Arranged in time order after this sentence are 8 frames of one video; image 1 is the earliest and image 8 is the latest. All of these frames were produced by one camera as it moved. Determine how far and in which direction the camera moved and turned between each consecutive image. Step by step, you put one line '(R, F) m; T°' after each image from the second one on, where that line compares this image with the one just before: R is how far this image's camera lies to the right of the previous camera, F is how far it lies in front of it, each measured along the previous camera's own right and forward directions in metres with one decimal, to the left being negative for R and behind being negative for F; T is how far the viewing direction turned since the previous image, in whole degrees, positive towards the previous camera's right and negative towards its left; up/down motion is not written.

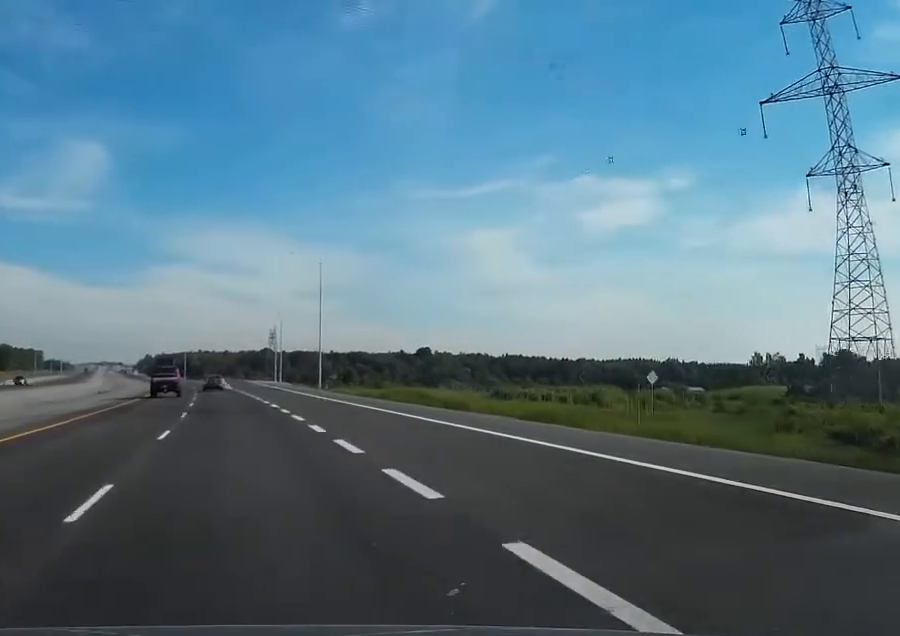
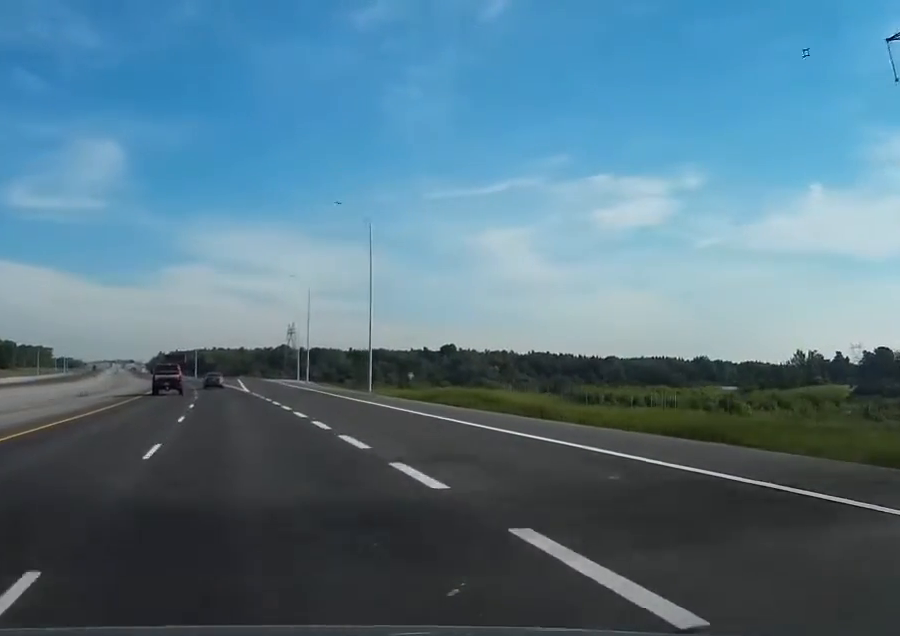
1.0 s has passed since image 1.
(+0.1, +28.9) m; 0°
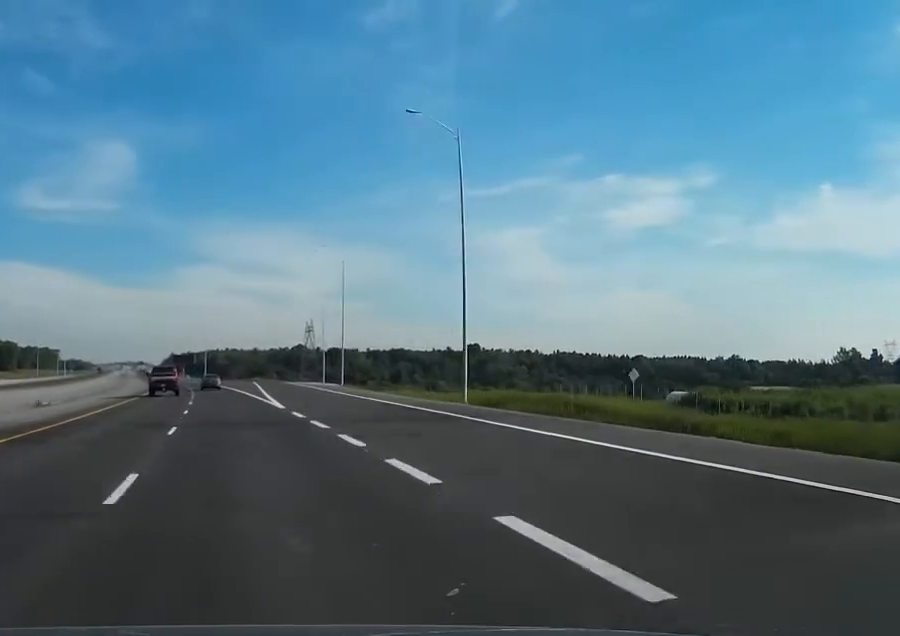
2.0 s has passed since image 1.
(-0.2, +28.8) m; -3°
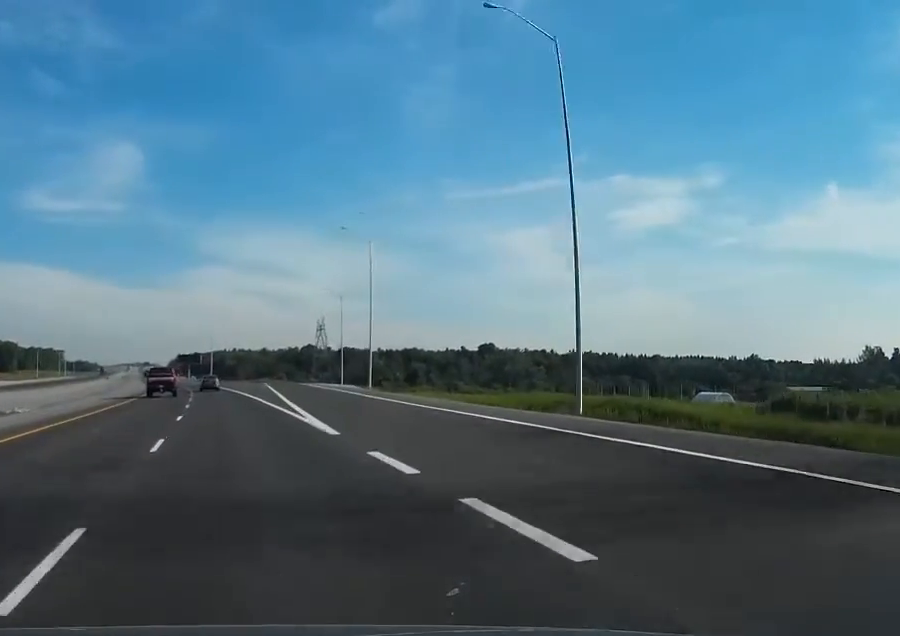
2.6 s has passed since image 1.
(-1.1, +16.4) m; -2°
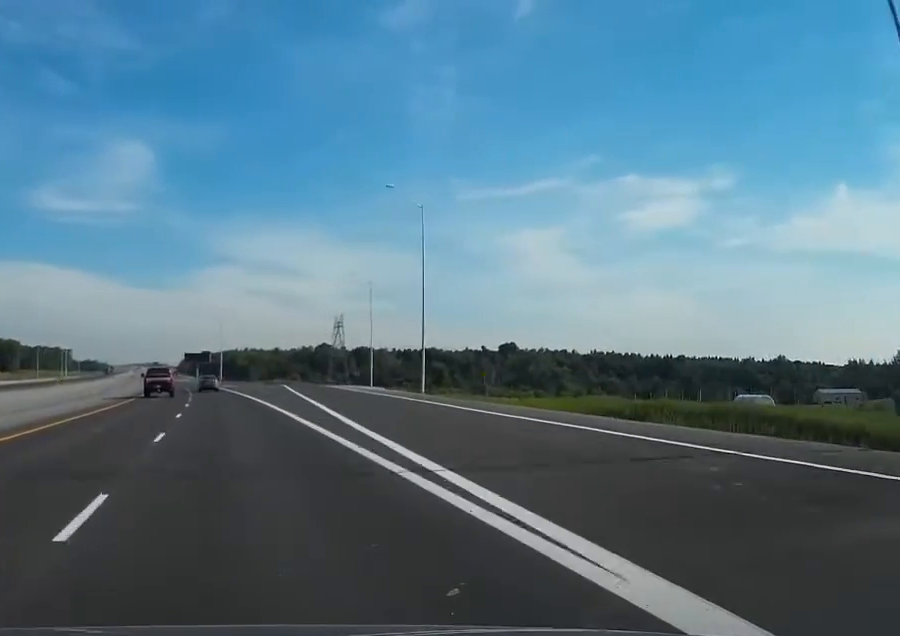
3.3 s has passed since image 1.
(+0.4, +21.2) m; +1°
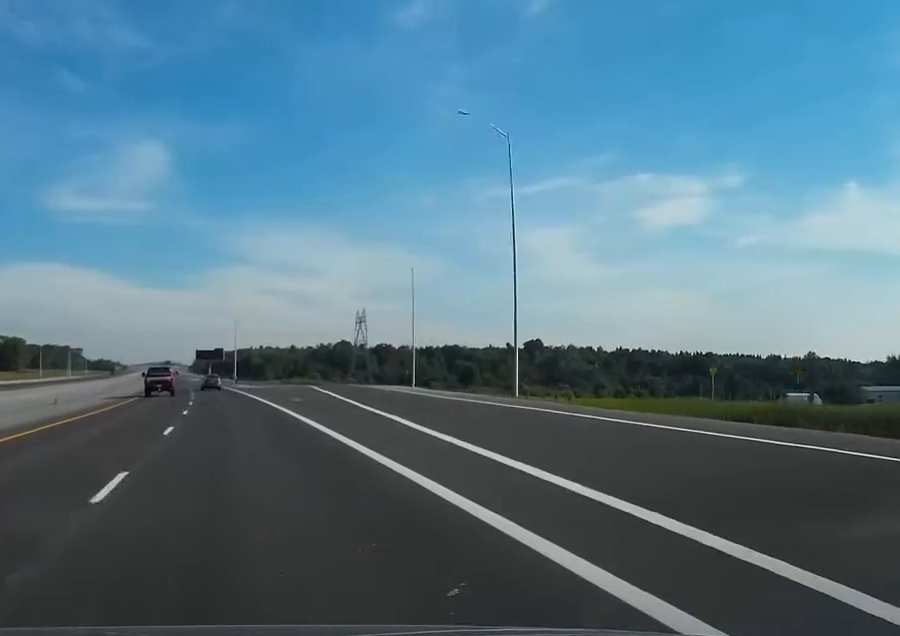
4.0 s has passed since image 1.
(+0.2, +21.2) m; 0°
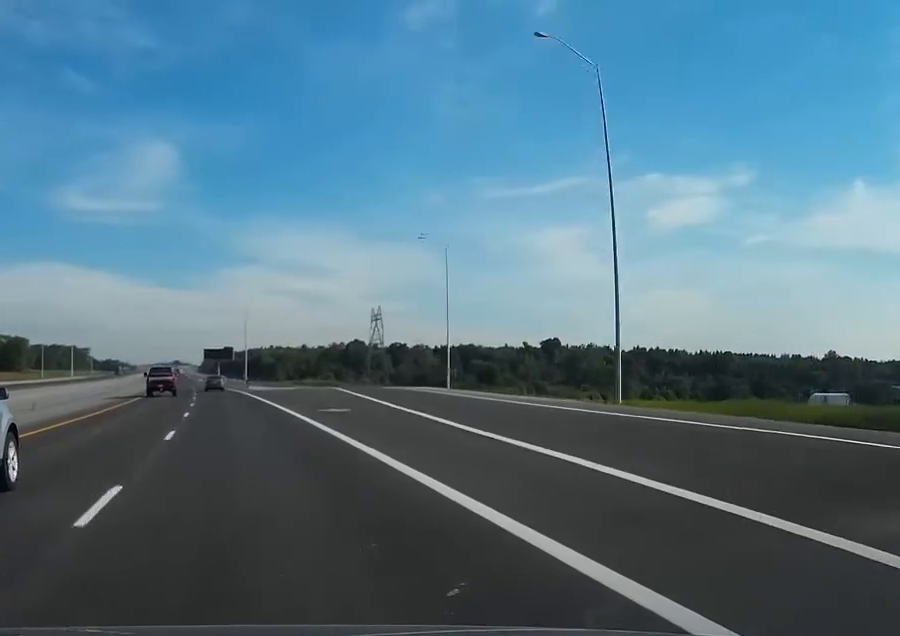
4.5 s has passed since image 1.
(0.0, +13.5) m; -1°
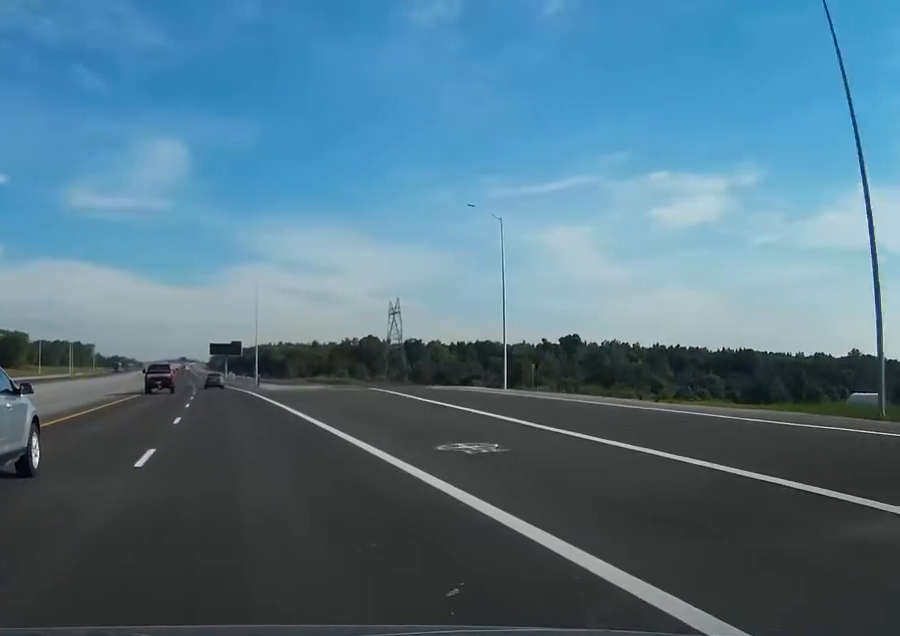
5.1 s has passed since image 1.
(-0.2, +18.4) m; -1°
